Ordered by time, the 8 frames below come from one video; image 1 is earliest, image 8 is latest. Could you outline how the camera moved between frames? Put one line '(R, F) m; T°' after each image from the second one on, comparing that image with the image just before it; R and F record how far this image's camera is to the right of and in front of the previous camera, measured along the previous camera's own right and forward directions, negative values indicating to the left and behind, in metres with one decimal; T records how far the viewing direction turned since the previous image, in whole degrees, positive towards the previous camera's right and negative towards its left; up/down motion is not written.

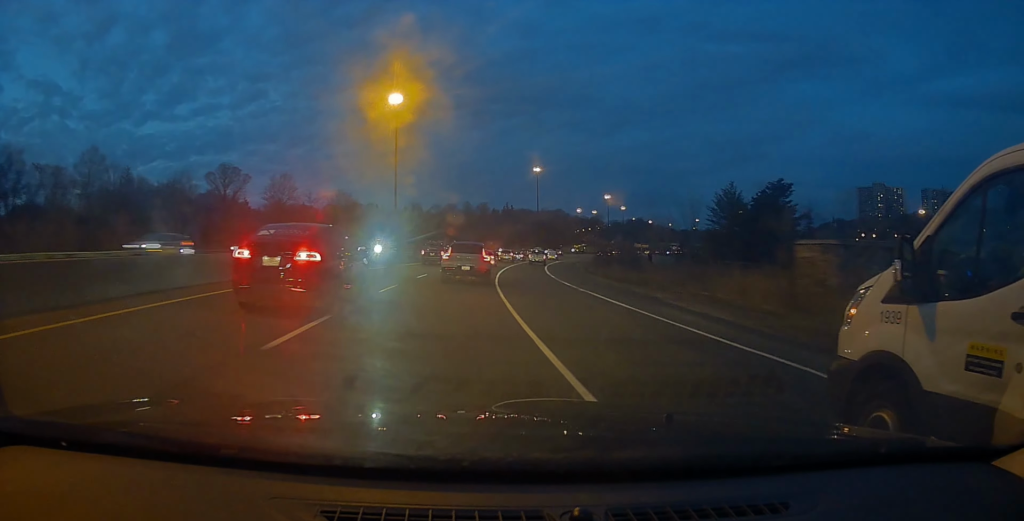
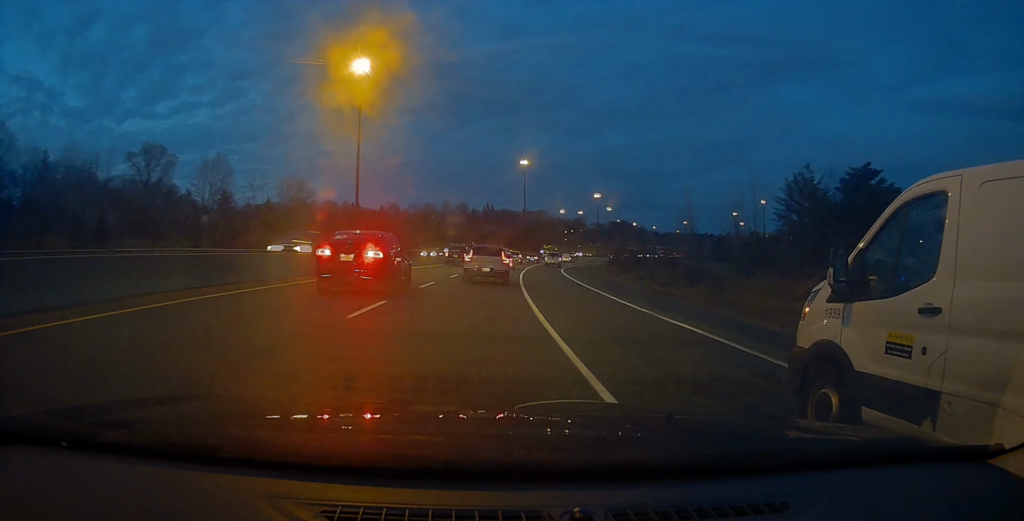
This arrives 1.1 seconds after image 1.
(+0.6, +24.7) m; +2°
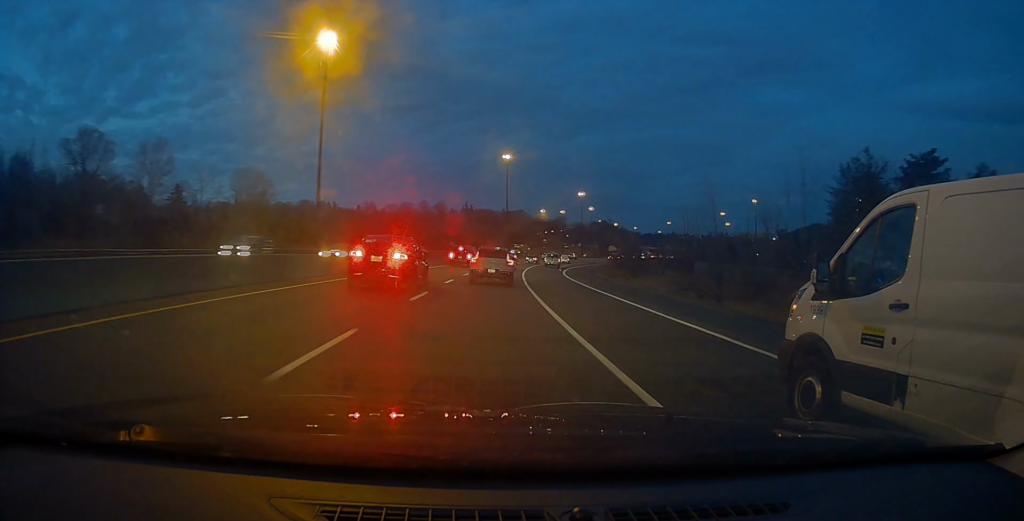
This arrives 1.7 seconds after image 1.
(-0.1, +13.8) m; +2°
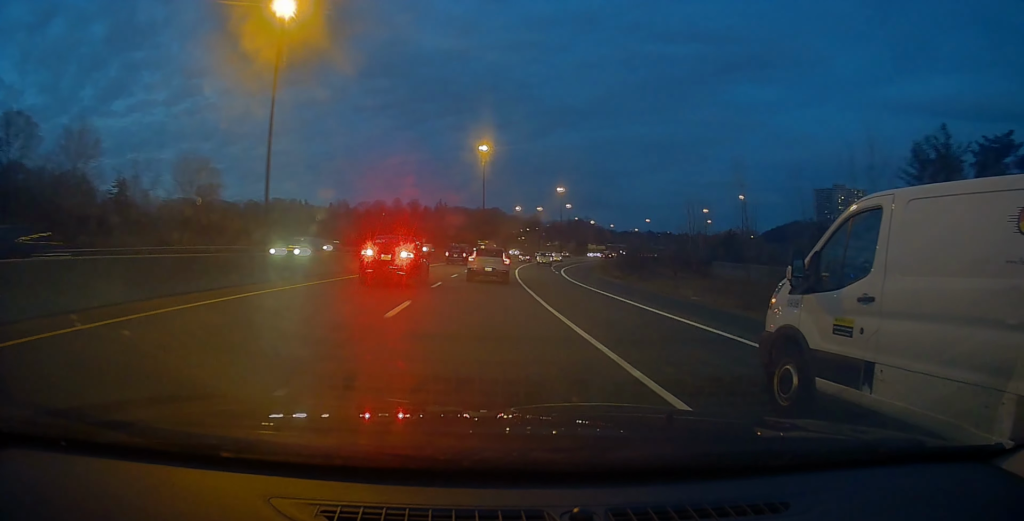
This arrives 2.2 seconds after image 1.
(+0.2, +13.1) m; +3°
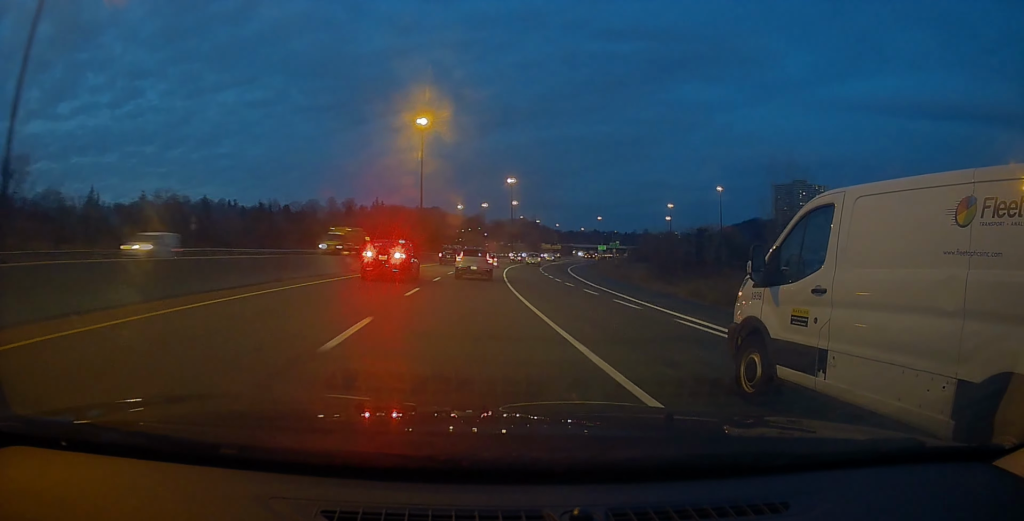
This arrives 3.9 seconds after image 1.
(+3.0, +39.5) m; +7°
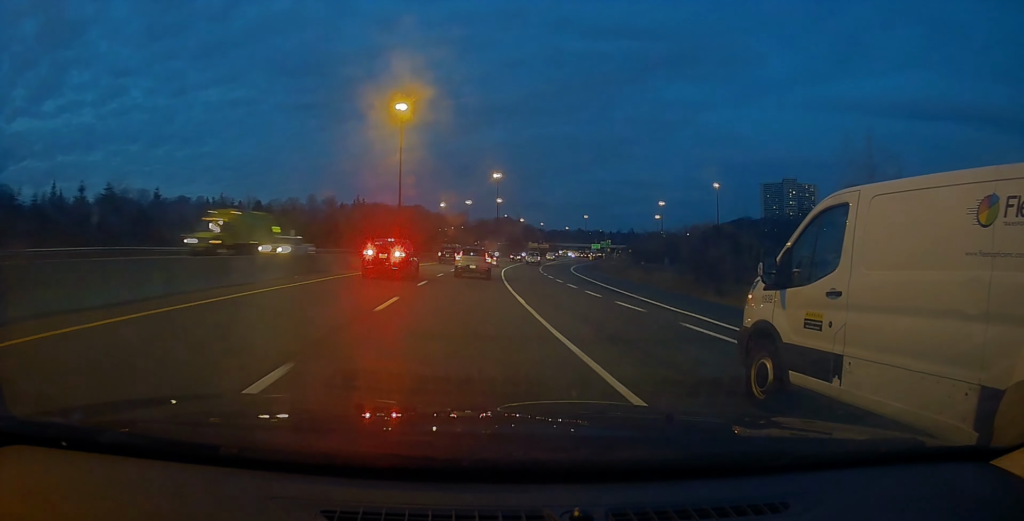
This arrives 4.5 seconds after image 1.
(+0.2, +13.5) m; +2°
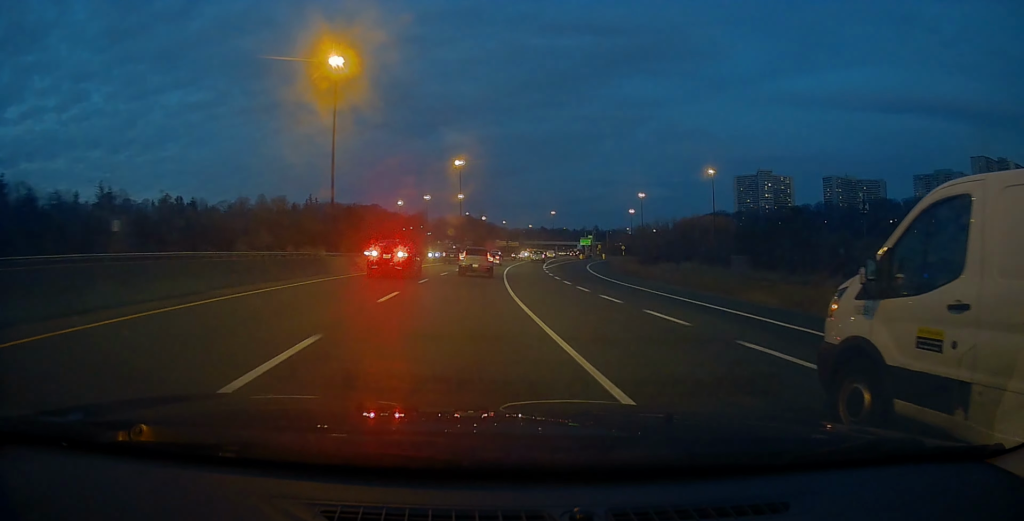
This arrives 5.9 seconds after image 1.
(+1.1, +33.5) m; +5°
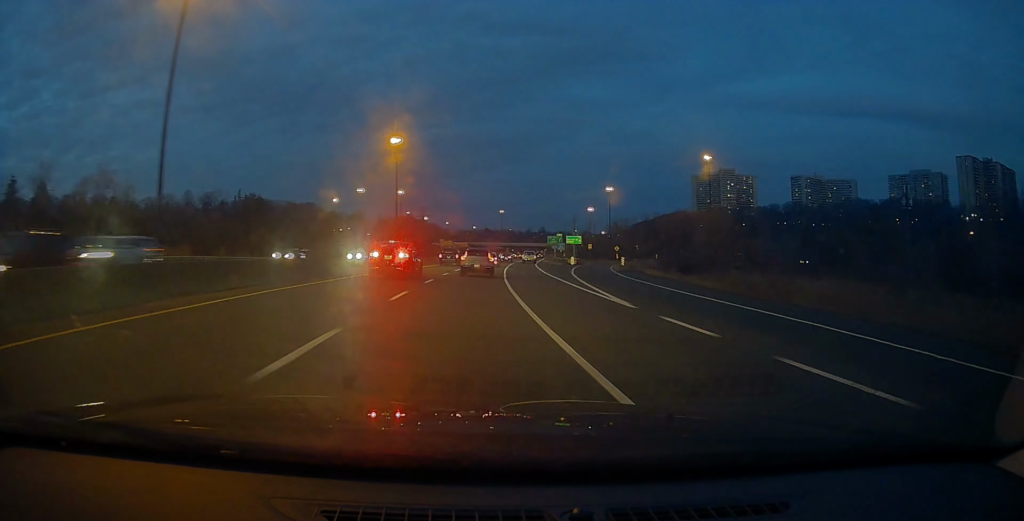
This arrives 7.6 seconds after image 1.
(+1.6, +43.3) m; +4°
